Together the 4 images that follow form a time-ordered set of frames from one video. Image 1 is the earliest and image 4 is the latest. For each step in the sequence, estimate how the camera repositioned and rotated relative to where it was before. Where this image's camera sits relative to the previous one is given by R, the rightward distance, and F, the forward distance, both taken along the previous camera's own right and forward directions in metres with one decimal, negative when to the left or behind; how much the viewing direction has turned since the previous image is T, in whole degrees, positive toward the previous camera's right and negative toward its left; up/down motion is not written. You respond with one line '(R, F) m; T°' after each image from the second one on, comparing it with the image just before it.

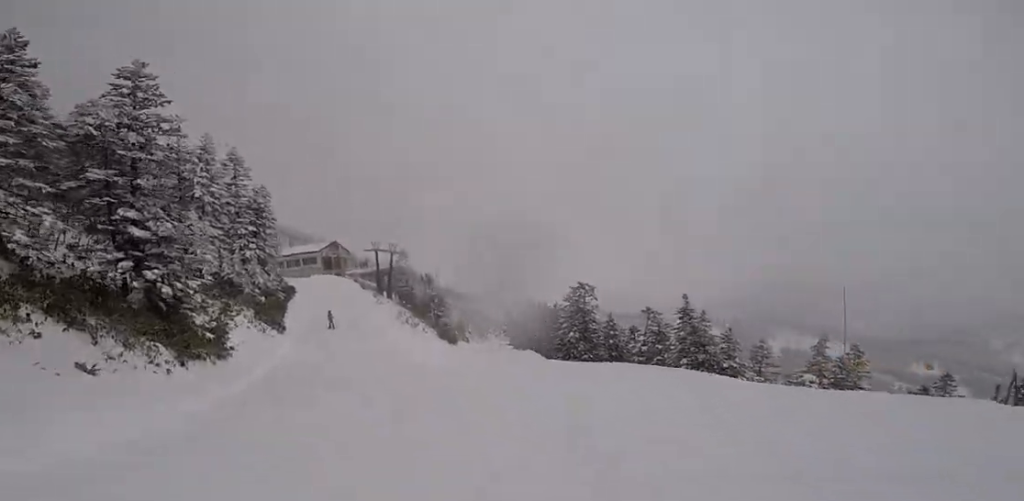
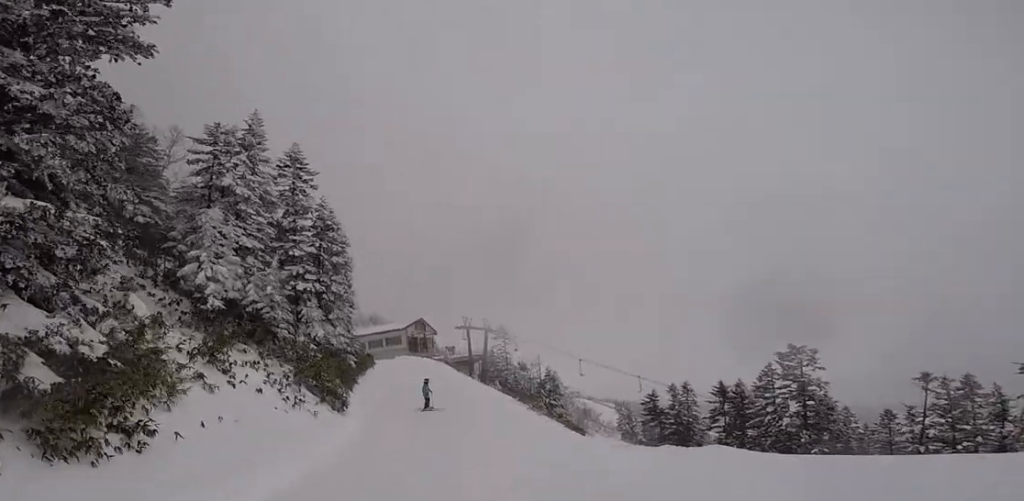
(-0.1, +17.7) m; -2°
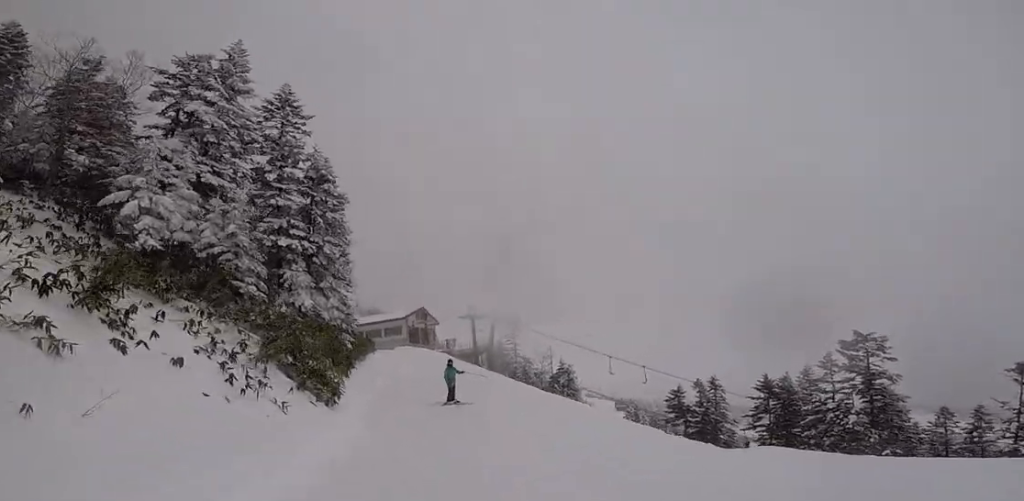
(-0.7, +6.3) m; -1°
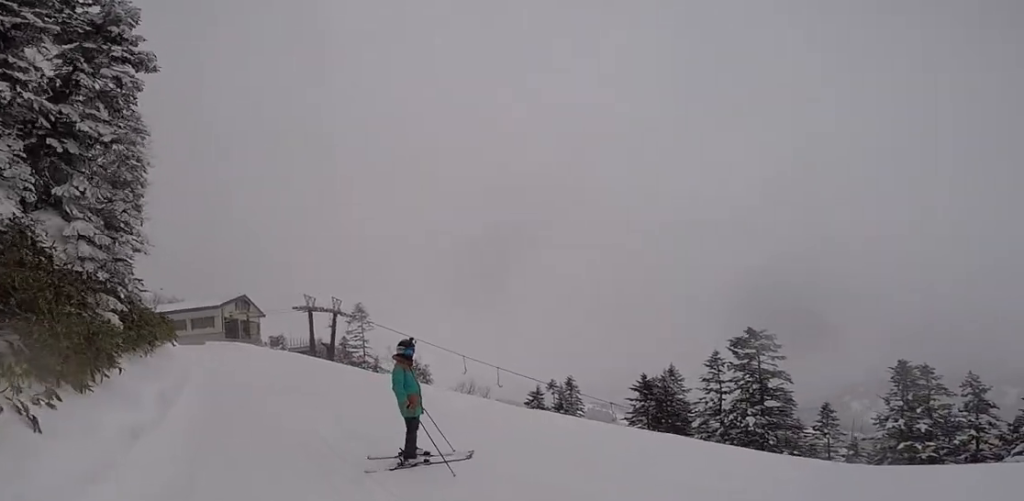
(+1.3, +7.0) m; +38°
